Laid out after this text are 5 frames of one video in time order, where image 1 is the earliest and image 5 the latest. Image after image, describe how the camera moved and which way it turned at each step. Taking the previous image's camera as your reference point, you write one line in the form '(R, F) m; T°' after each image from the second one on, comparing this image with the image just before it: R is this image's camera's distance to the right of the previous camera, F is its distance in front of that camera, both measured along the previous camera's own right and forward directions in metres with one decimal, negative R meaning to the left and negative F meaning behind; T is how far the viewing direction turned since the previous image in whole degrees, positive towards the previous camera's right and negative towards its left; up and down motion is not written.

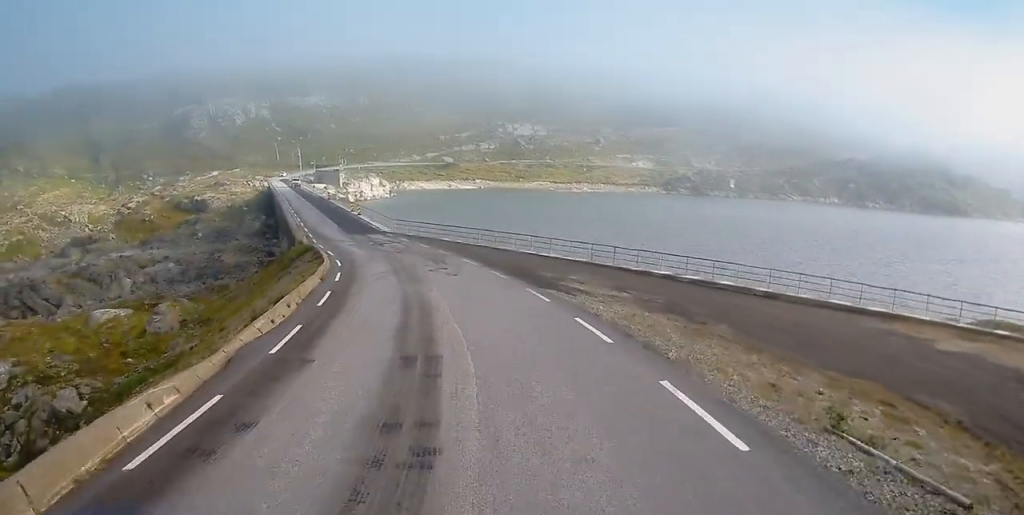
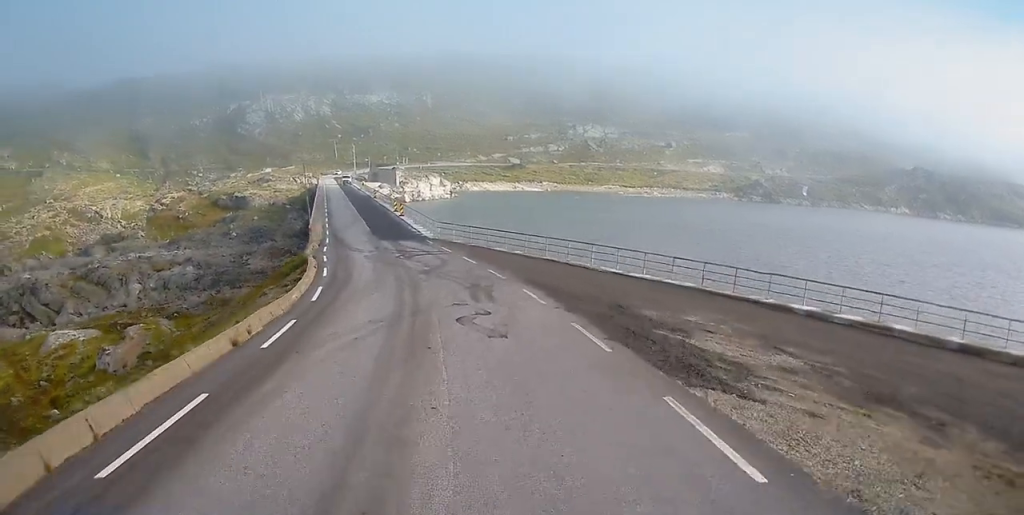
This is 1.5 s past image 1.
(-0.6, +12.5) m; -7°
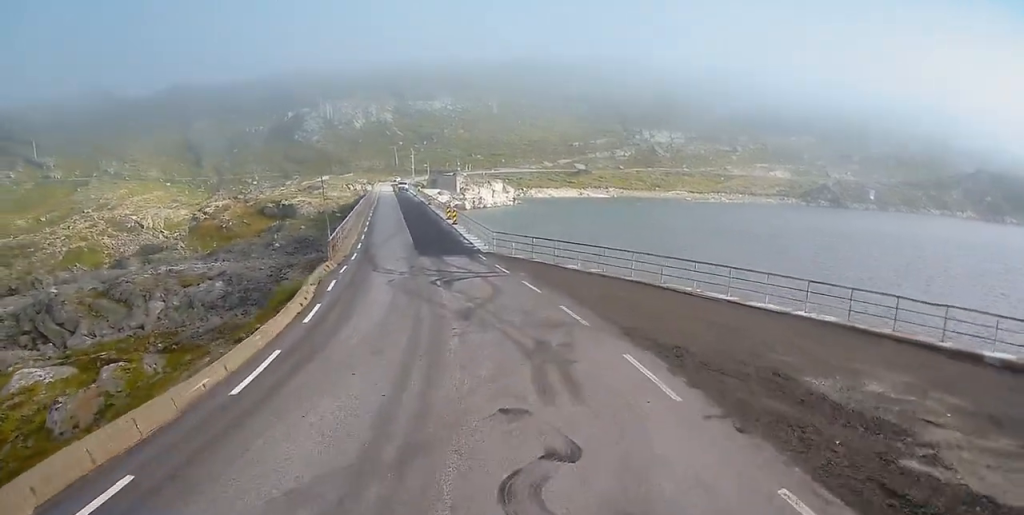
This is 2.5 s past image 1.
(-0.5, +9.0) m; -4°
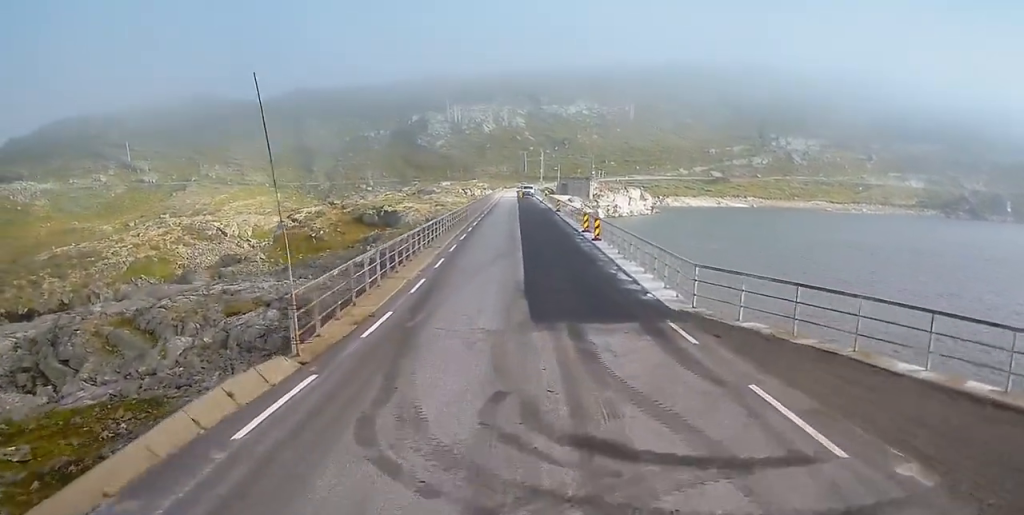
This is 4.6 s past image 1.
(-1.5, +20.5) m; -8°
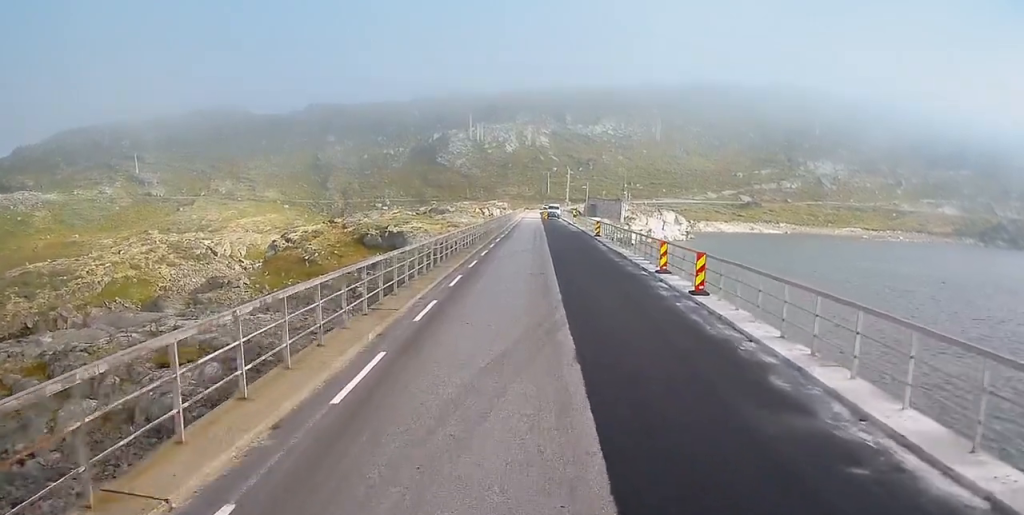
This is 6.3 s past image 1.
(0.0, +16.8) m; -1°
